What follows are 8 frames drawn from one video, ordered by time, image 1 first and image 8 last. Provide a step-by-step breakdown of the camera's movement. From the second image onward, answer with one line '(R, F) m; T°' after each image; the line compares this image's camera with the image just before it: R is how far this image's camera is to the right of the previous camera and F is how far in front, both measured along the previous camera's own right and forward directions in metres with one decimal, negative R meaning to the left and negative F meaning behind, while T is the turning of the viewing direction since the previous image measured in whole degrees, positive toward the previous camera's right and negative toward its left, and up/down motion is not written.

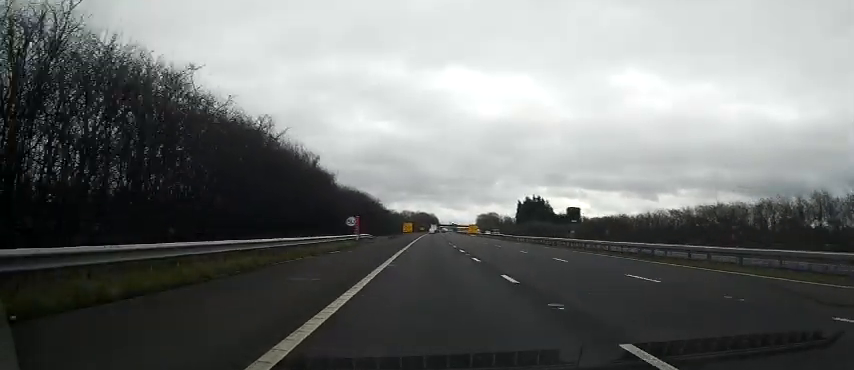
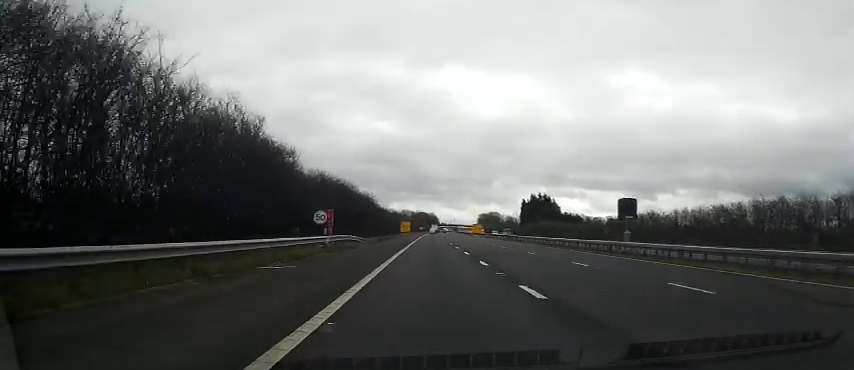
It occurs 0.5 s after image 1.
(+0.3, +11.1) m; 0°
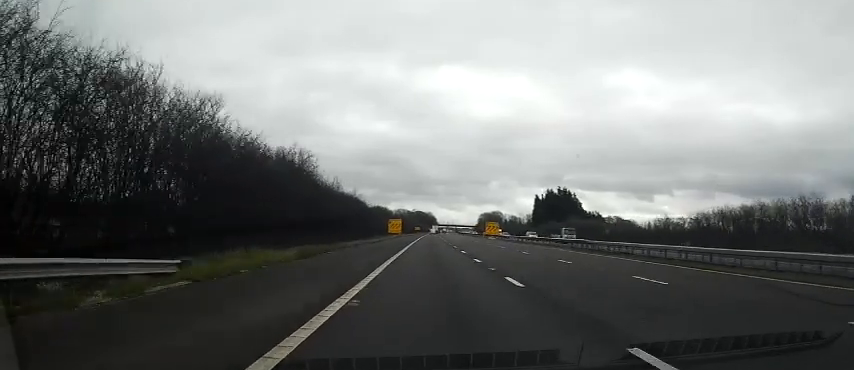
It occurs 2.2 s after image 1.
(-0.2, +33.2) m; +1°
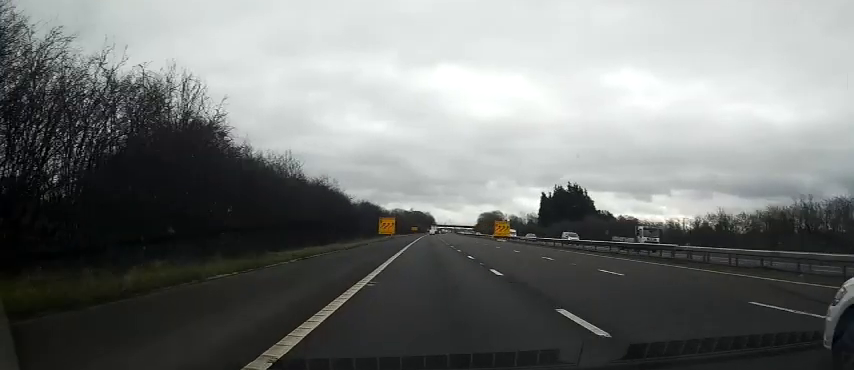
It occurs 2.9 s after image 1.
(+0.1, +15.4) m; 0°
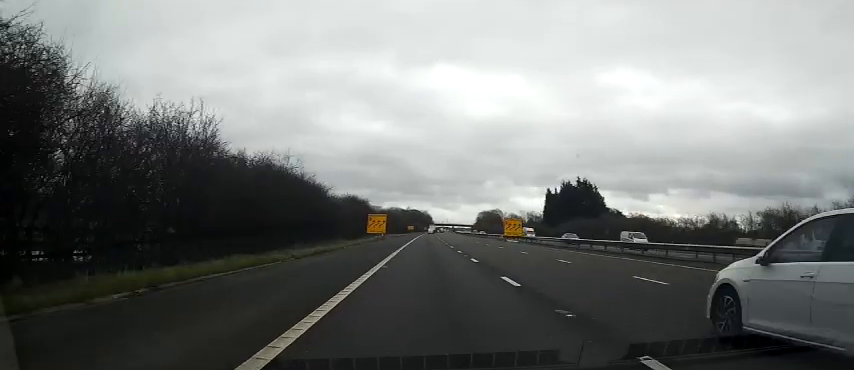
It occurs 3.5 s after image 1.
(0.0, +12.1) m; 0°
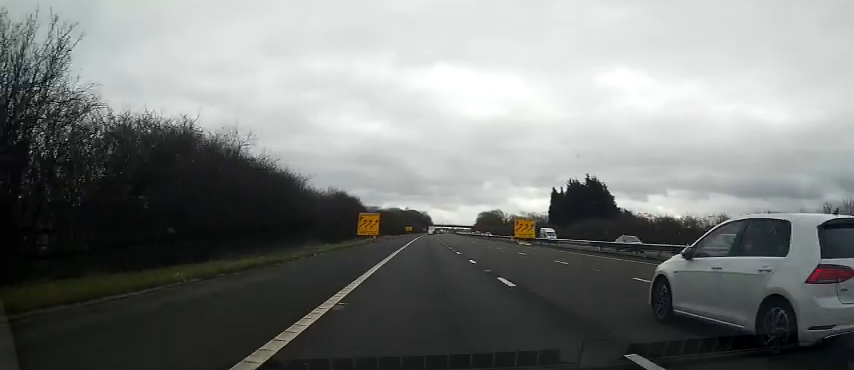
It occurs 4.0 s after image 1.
(0.0, +9.4) m; 0°
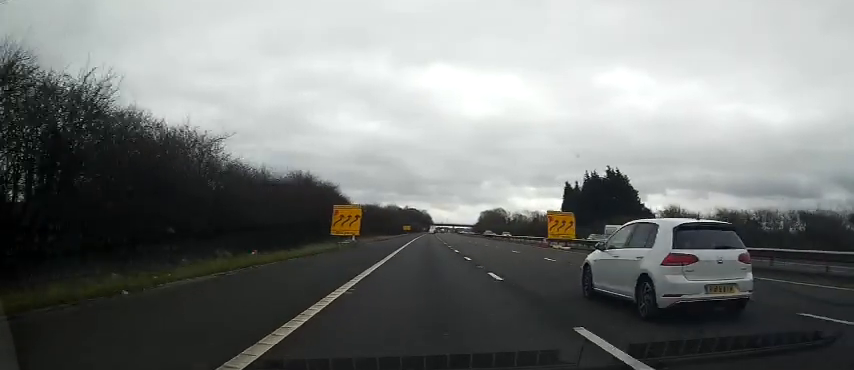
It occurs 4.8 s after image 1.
(0.0, +16.1) m; 0°
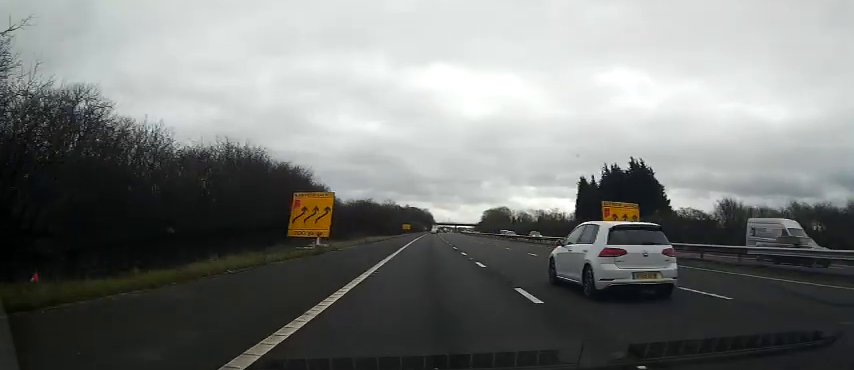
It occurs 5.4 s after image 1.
(0.0, +13.5) m; 0°
